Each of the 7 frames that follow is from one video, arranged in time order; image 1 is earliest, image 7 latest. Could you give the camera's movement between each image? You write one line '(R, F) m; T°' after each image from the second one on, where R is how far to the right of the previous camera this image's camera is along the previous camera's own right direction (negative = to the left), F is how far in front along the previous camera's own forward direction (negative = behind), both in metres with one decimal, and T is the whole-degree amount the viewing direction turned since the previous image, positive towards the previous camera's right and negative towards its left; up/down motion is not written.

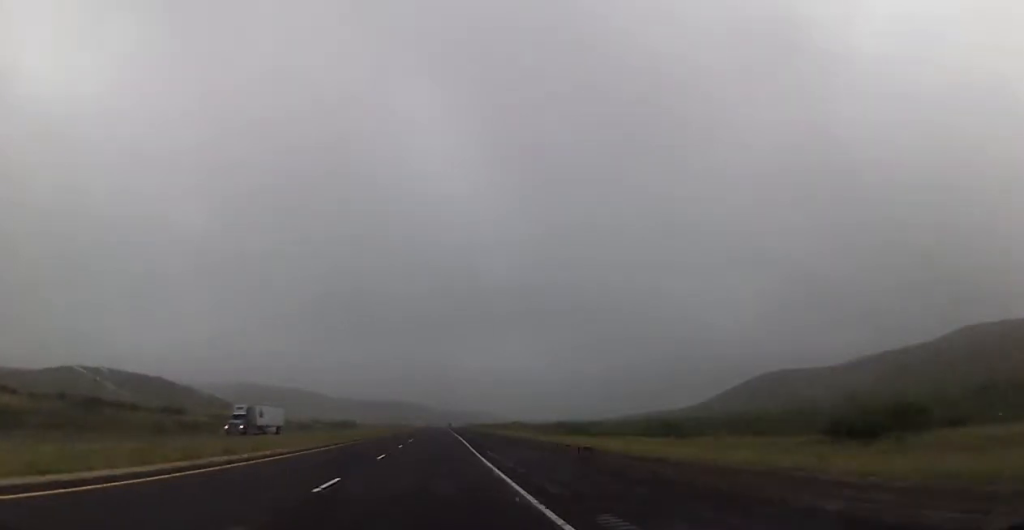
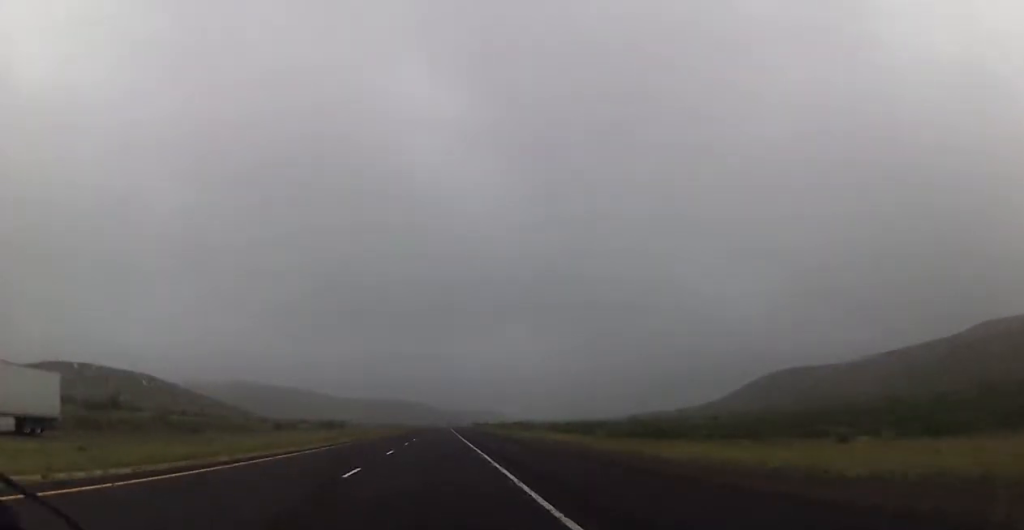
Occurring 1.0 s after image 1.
(+0.4, +33.3) m; +1°
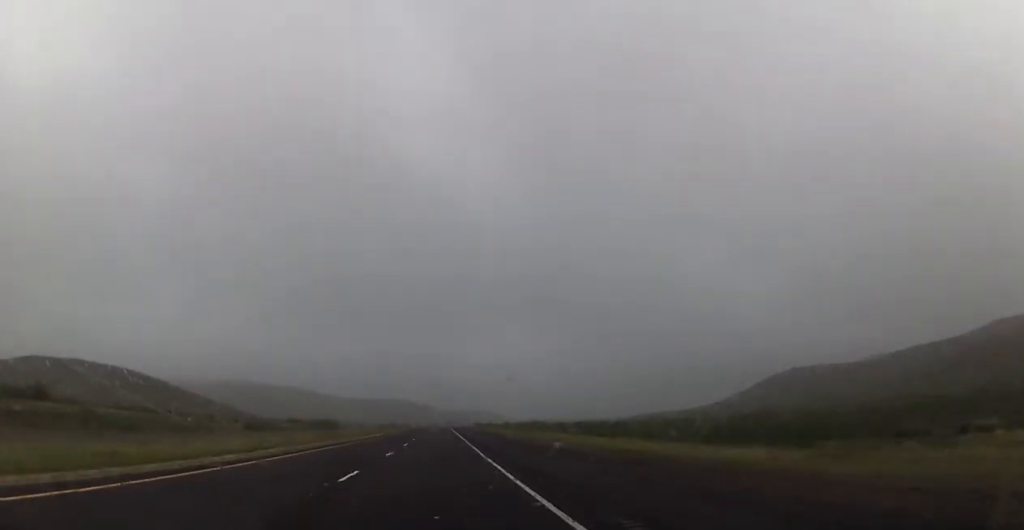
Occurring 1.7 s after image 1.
(0.0, +25.3) m; 0°
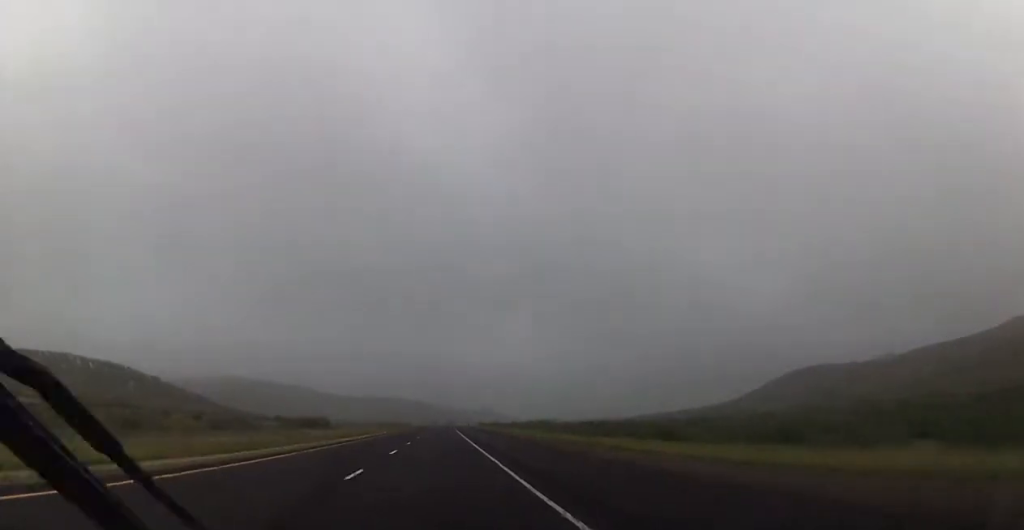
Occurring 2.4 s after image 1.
(-0.1, +24.2) m; 0°
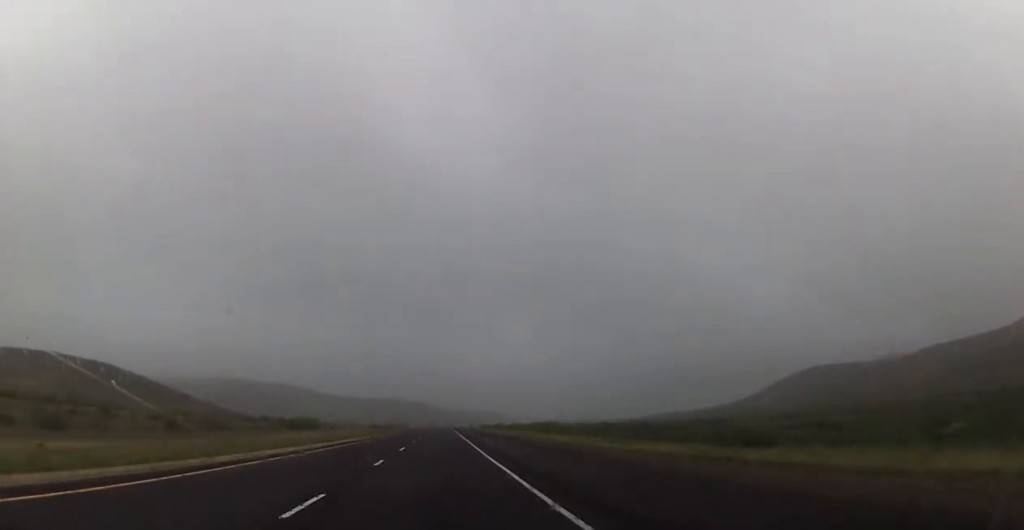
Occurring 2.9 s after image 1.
(0.0, +18.4) m; 0°
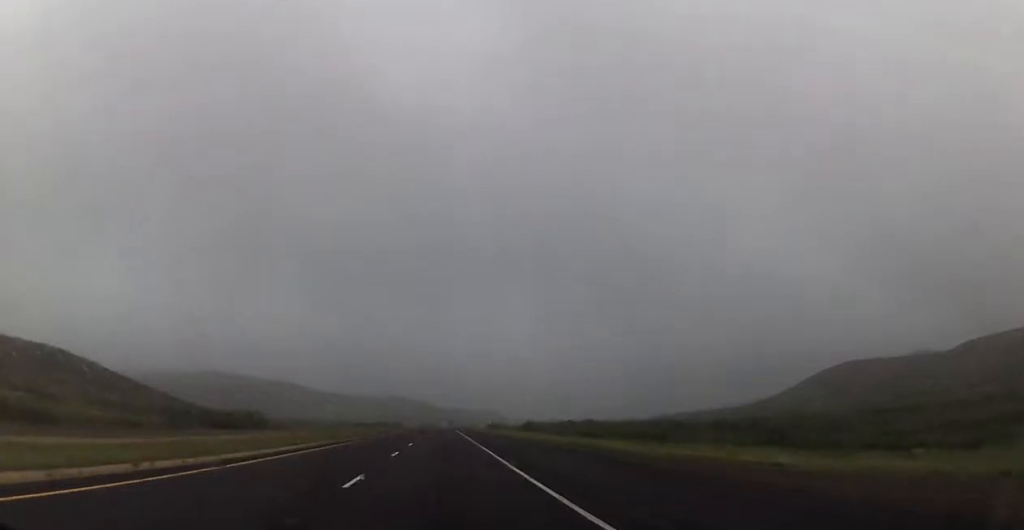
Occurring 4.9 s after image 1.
(-0.1, +68.9) m; 0°
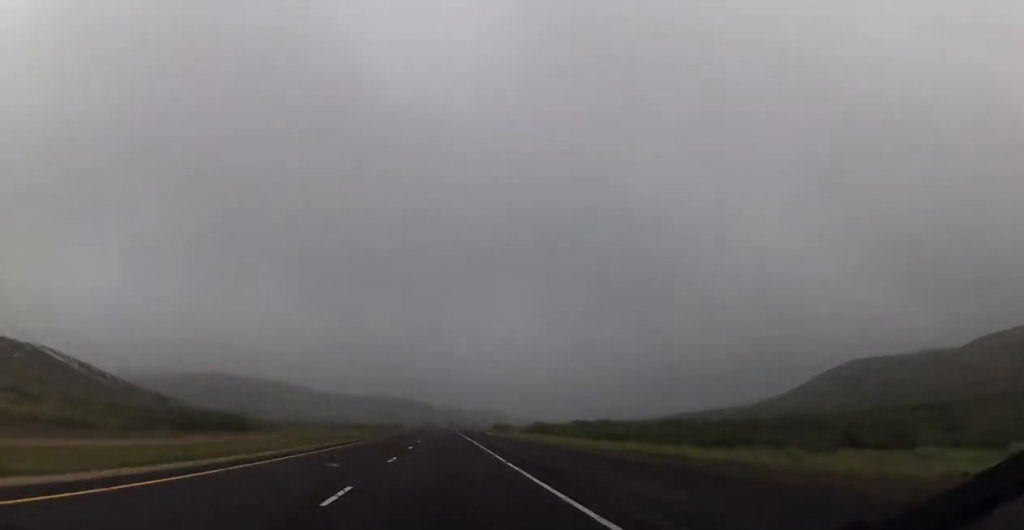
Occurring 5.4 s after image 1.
(0.0, +15.0) m; 0°
